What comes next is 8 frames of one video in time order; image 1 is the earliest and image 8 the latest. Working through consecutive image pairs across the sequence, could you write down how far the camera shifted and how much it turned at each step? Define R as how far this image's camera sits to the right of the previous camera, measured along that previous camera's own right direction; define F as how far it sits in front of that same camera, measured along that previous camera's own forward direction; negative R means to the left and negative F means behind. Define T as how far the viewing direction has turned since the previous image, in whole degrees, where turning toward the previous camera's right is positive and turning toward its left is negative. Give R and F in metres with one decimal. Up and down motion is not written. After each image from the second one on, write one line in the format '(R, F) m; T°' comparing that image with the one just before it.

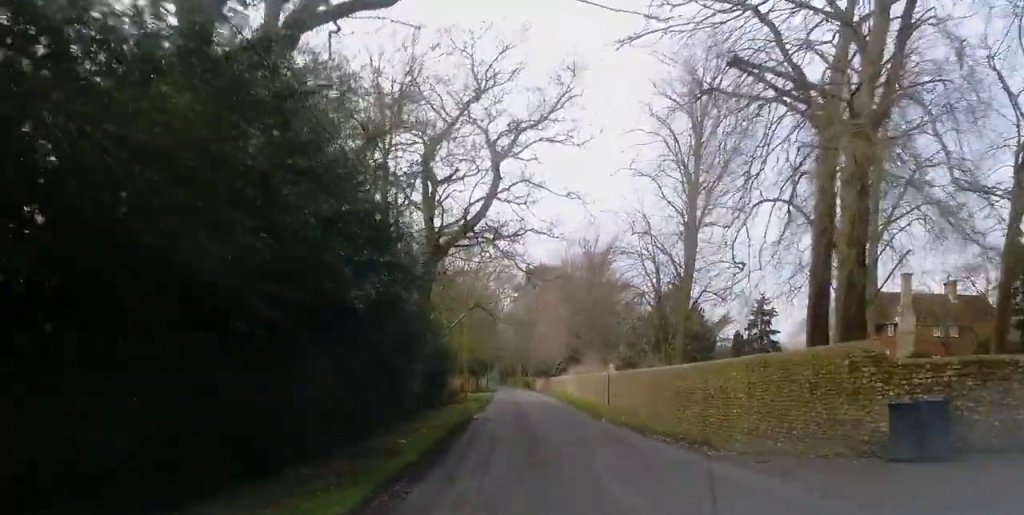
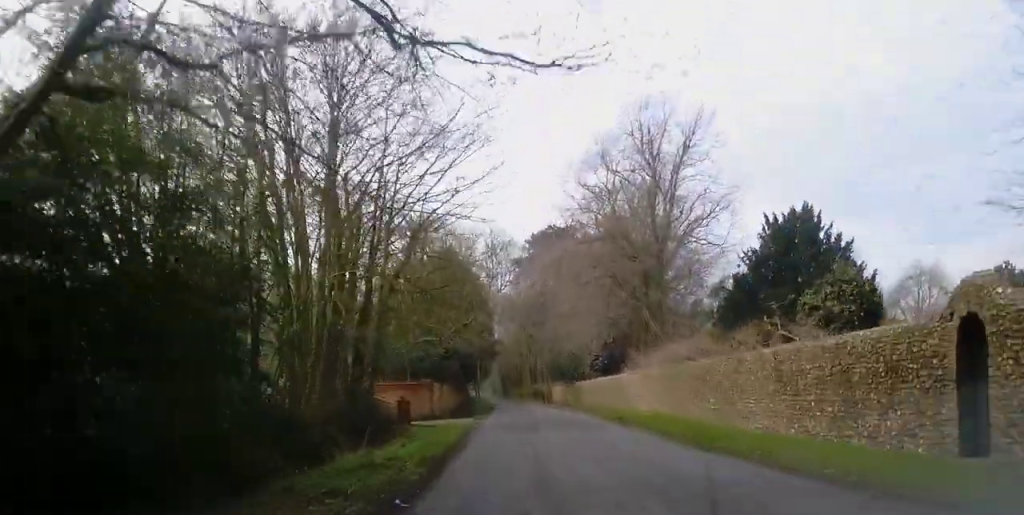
(-1.6, +39.0) m; -2°
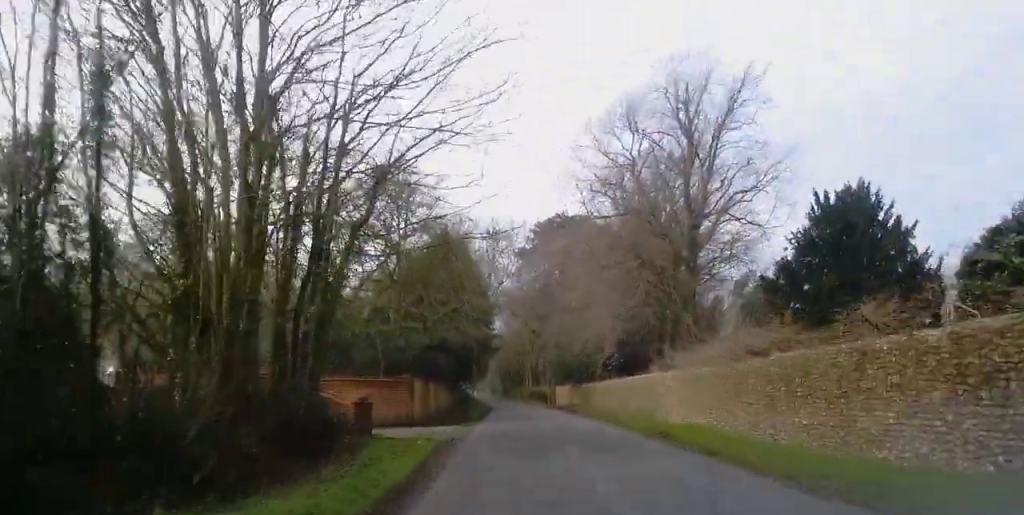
(+0.2, +7.8) m; +1°
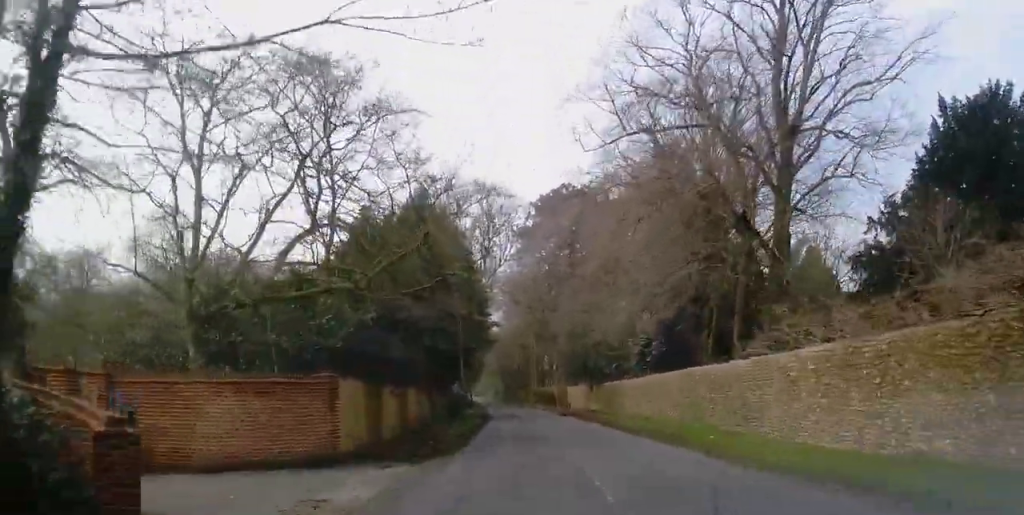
(+0.2, +13.6) m; 0°
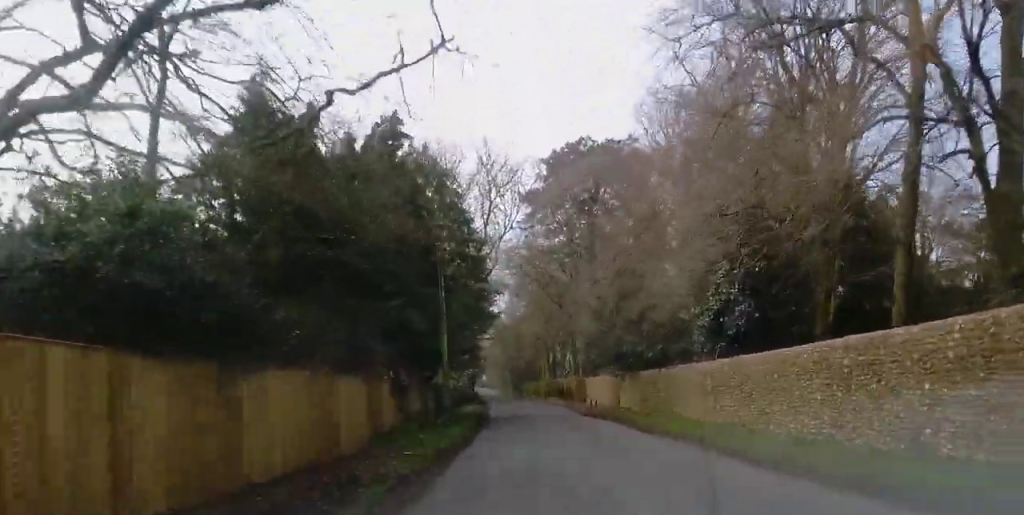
(+0.2, +12.6) m; -1°
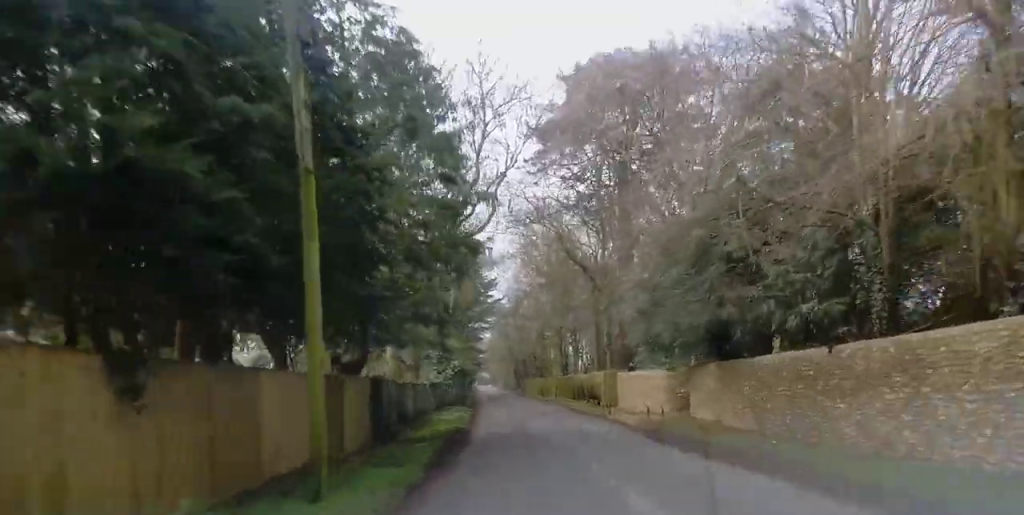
(-0.5, +17.6) m; 0°
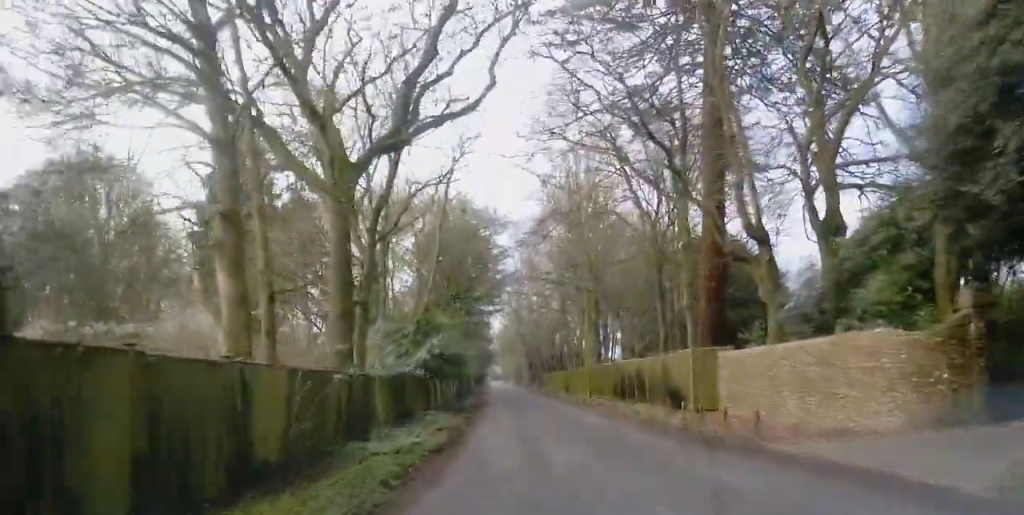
(+0.5, +19.4) m; +2°
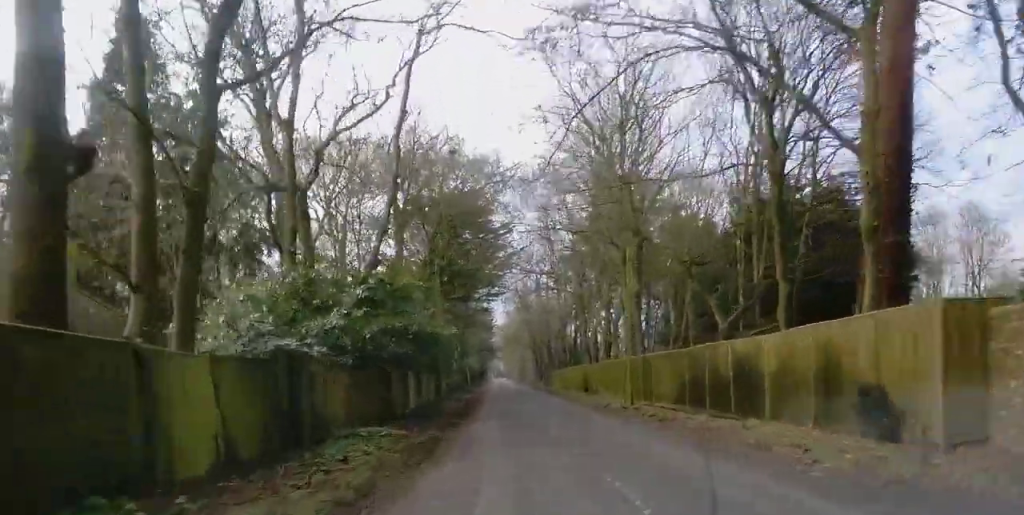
(0.0, +14.5) m; -1°
